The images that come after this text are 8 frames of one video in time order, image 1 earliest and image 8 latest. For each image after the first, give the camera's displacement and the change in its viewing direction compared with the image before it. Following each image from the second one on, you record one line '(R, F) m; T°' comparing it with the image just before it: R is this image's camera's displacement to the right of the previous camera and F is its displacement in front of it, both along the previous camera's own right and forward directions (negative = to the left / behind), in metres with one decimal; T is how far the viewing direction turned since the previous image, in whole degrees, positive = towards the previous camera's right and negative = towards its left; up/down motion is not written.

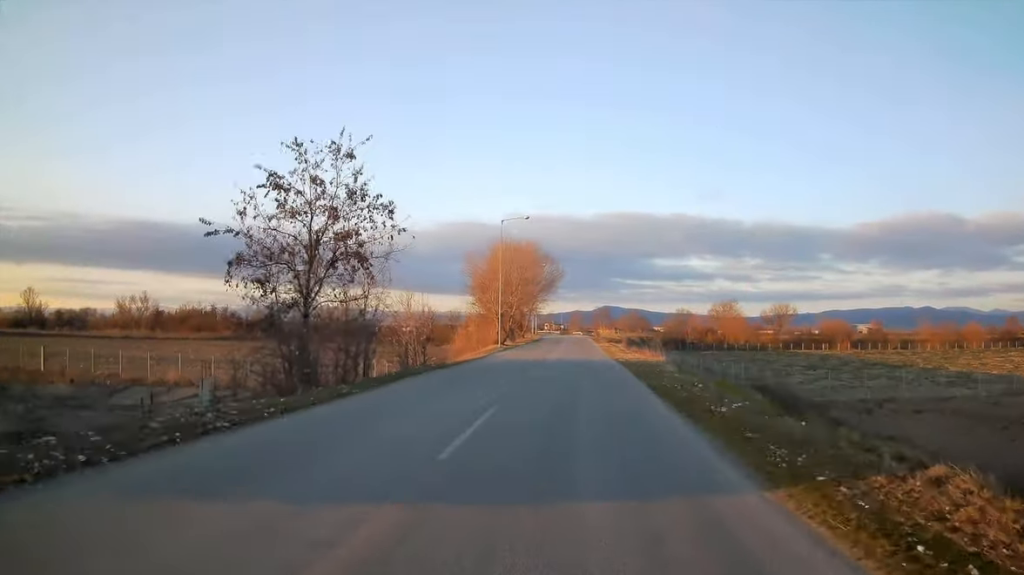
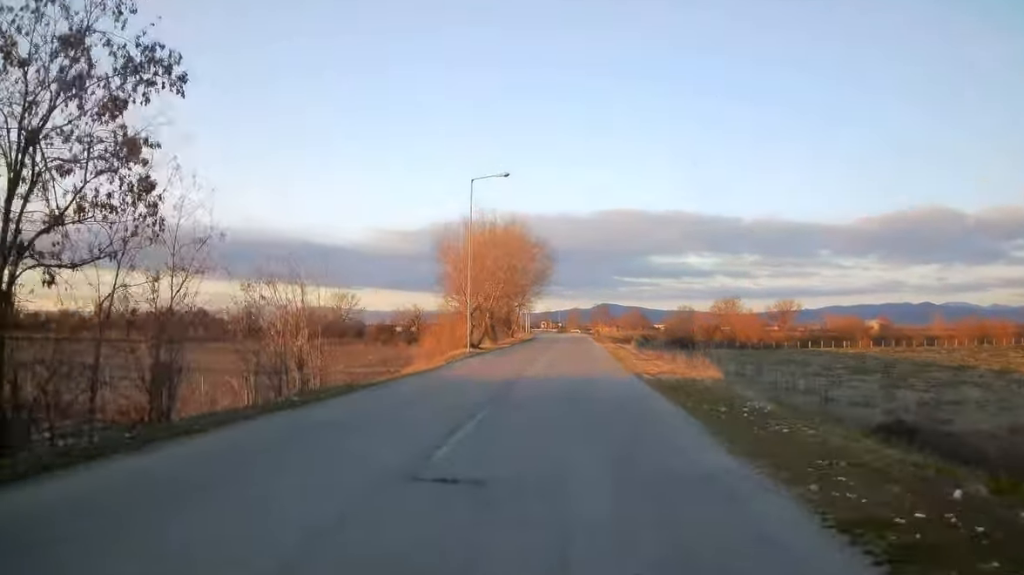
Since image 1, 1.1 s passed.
(+0.2, +13.7) m; 0°
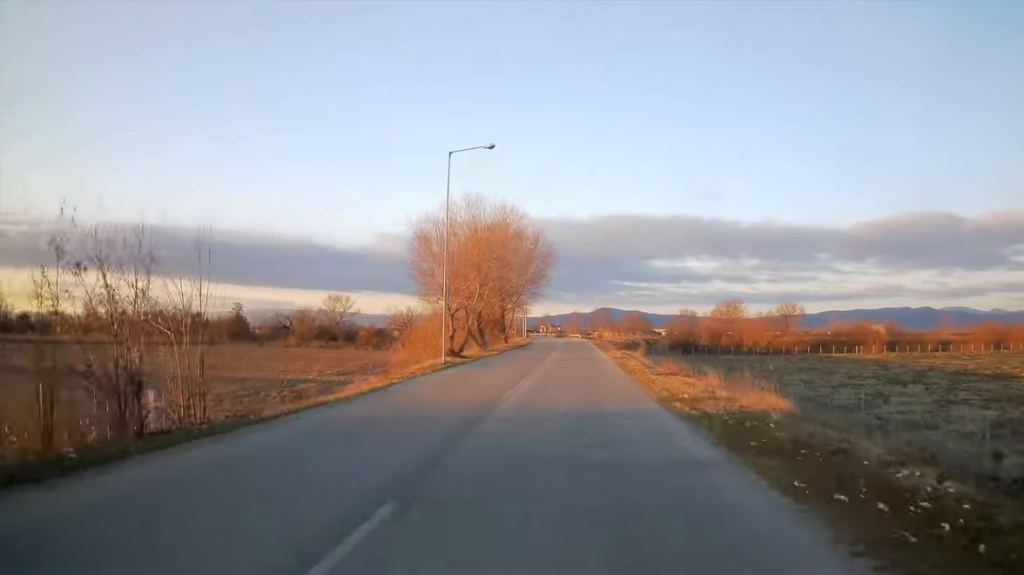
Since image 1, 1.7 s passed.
(+0.1, +6.8) m; -1°
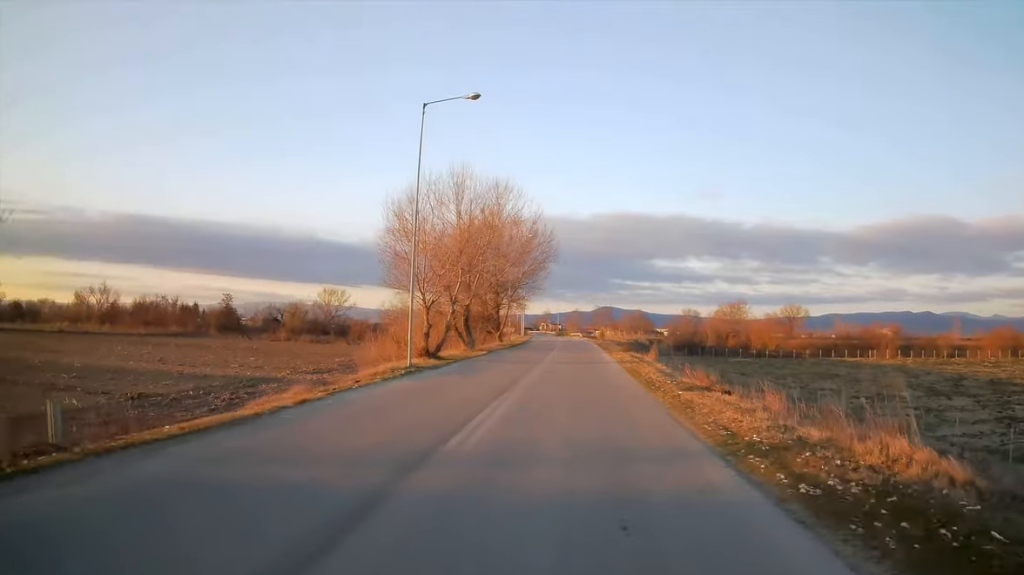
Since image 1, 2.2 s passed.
(-0.1, +6.4) m; 0°
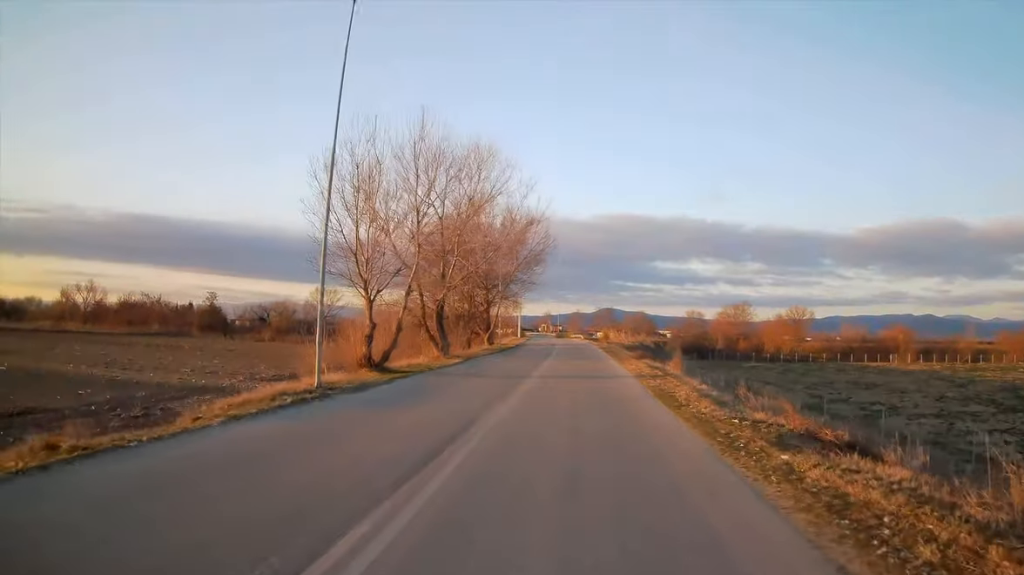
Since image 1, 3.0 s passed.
(-0.1, +8.9) m; 0°
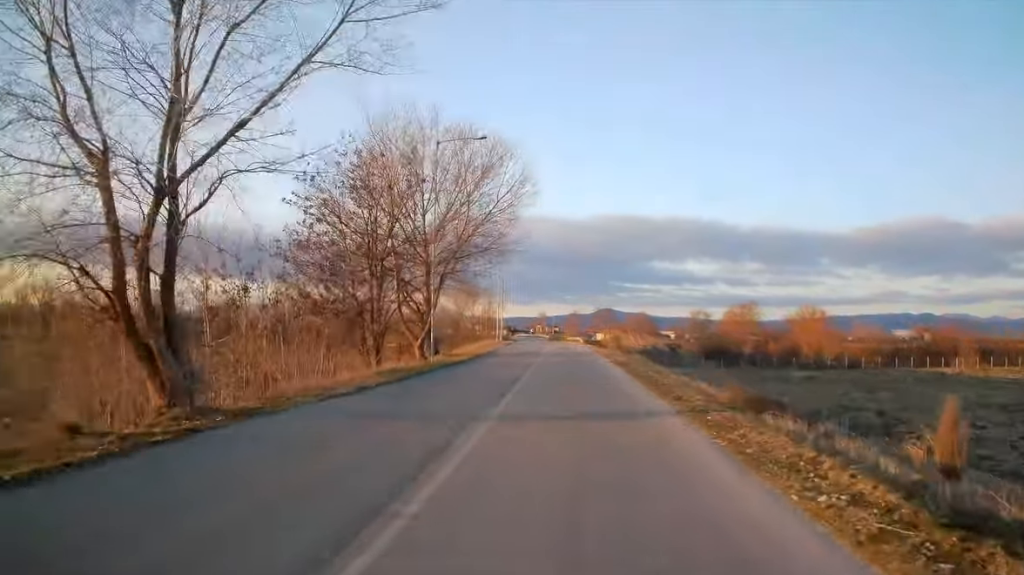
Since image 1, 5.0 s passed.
(+0.3, +24.4) m; 0°
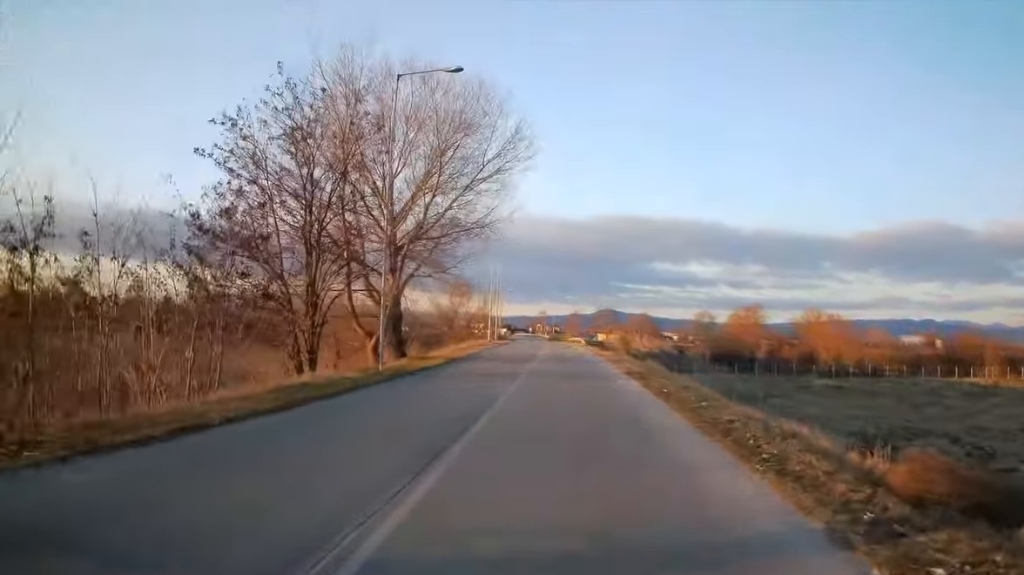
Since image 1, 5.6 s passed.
(0.0, +8.1) m; 0°
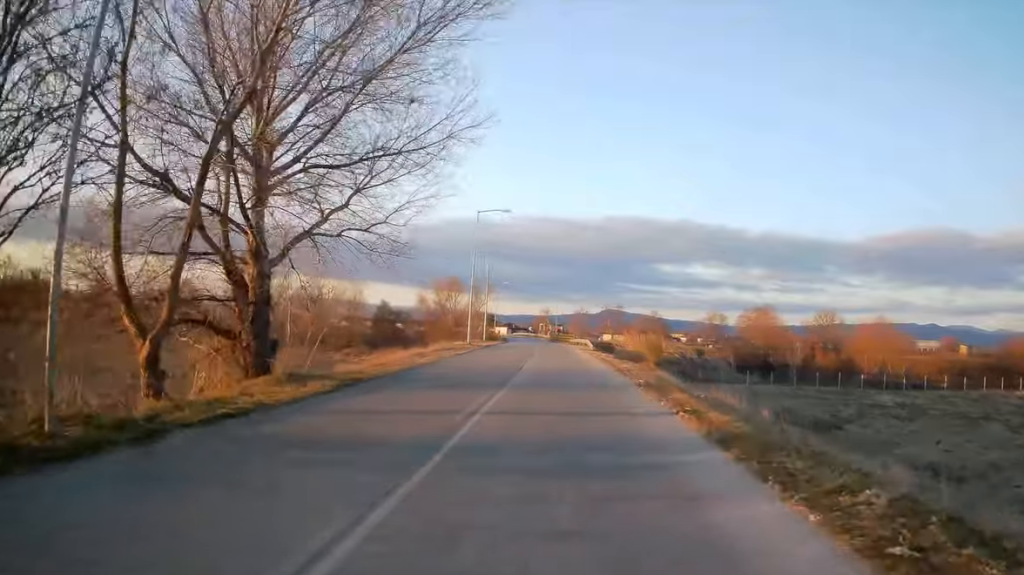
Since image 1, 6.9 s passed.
(-0.2, +14.8) m; 0°
